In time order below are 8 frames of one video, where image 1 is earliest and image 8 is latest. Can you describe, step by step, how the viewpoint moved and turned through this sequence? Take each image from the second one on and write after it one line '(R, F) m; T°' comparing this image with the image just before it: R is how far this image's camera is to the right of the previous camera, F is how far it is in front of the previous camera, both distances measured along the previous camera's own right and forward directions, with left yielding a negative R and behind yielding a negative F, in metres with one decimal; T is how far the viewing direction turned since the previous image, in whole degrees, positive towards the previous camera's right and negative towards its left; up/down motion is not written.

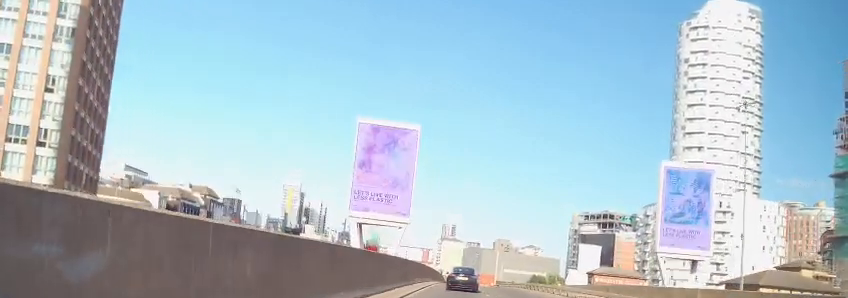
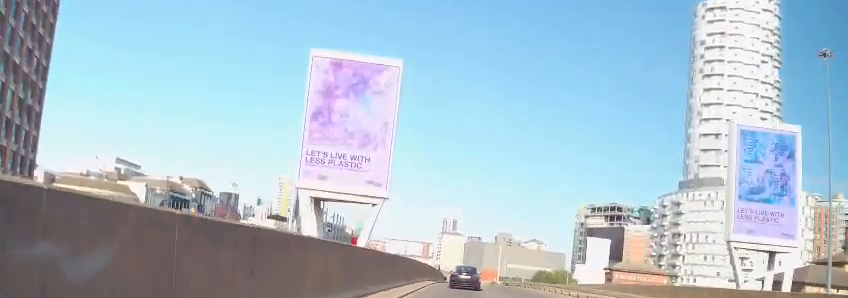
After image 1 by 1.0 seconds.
(-0.1, +14.4) m; 0°
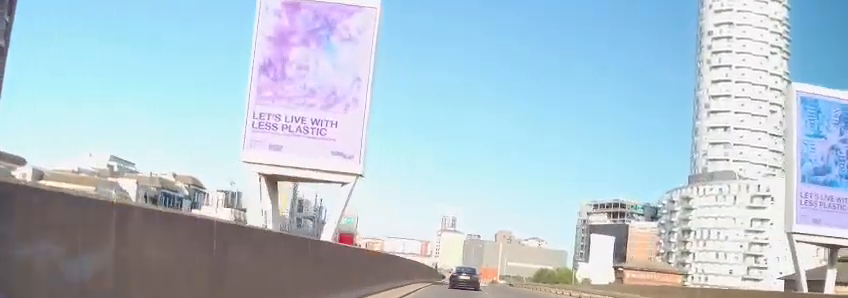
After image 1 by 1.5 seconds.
(0.0, +7.8) m; 0°
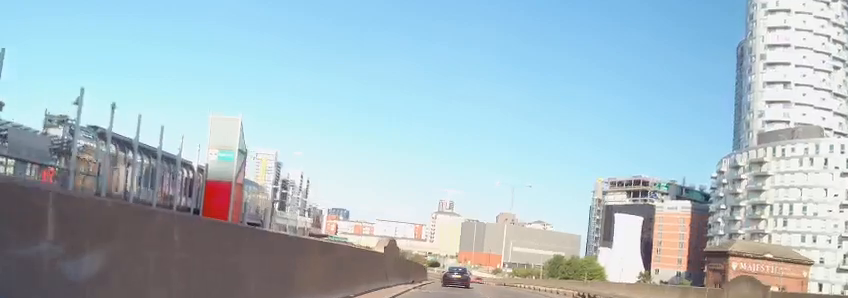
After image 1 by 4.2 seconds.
(+0.3, +41.1) m; +1°
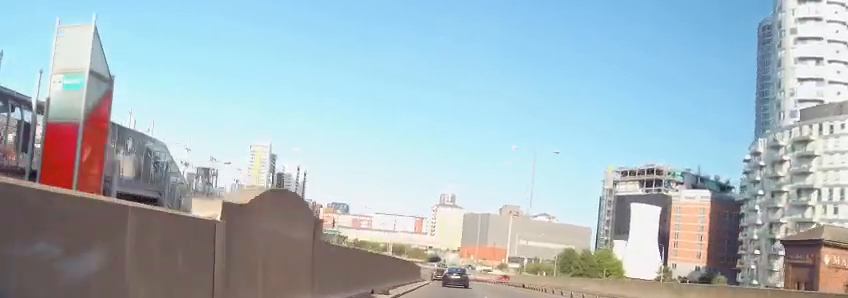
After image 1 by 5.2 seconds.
(0.0, +16.7) m; -1°
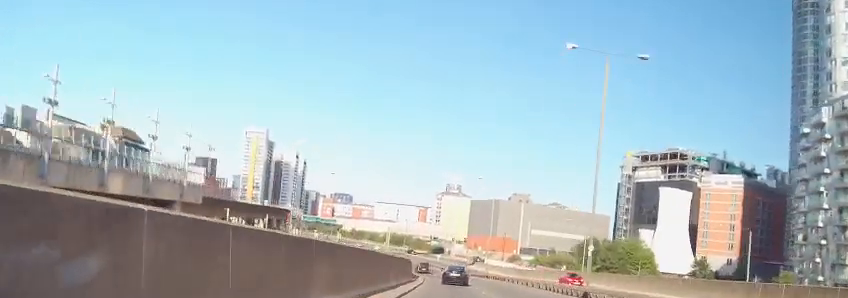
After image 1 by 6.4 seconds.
(-0.5, +21.2) m; -2°
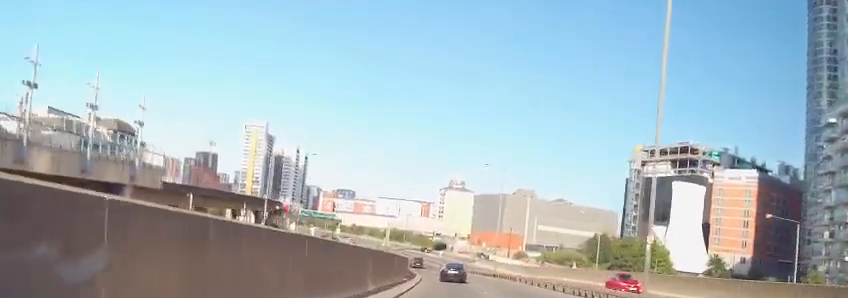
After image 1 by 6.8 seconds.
(0.0, +7.5) m; 0°
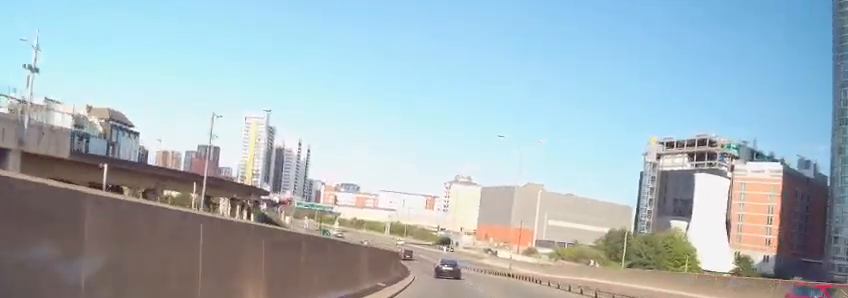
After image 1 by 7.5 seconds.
(0.0, +11.5) m; 0°
